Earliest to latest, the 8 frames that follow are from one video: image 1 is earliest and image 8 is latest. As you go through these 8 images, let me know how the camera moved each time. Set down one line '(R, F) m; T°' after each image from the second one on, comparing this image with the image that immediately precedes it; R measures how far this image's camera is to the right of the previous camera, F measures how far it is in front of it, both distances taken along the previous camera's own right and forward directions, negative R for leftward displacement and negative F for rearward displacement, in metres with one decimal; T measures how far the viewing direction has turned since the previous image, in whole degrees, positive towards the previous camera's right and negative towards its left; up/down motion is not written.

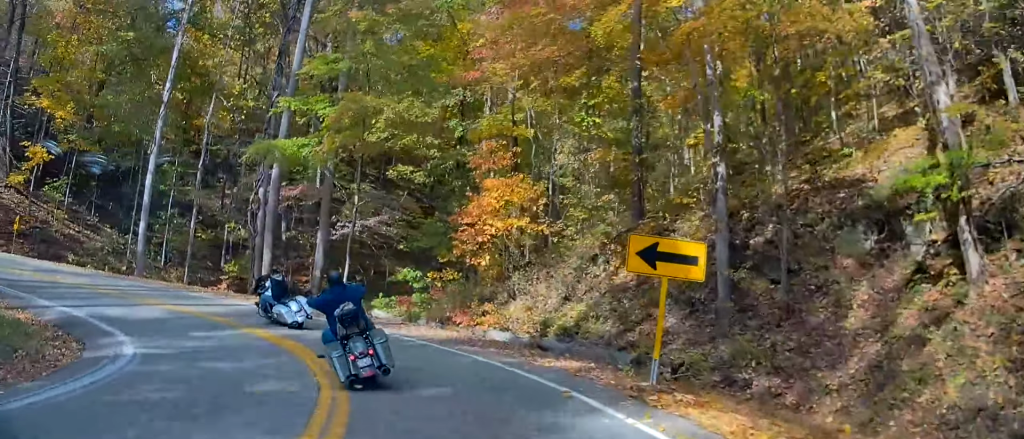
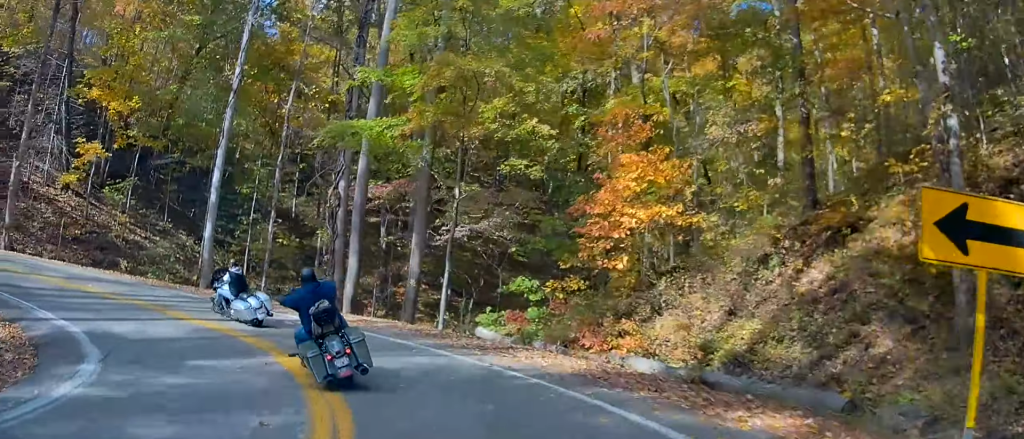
(+0.3, +5.2) m; -8°
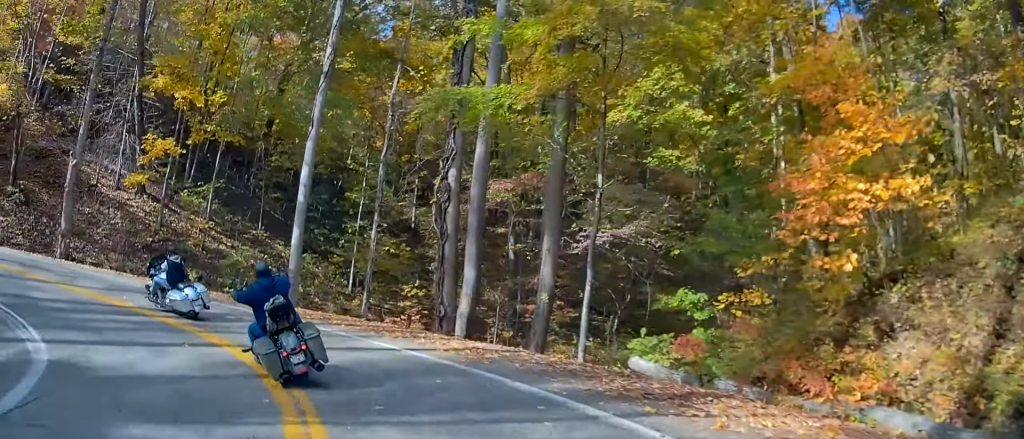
(-1.0, +4.6) m; -13°
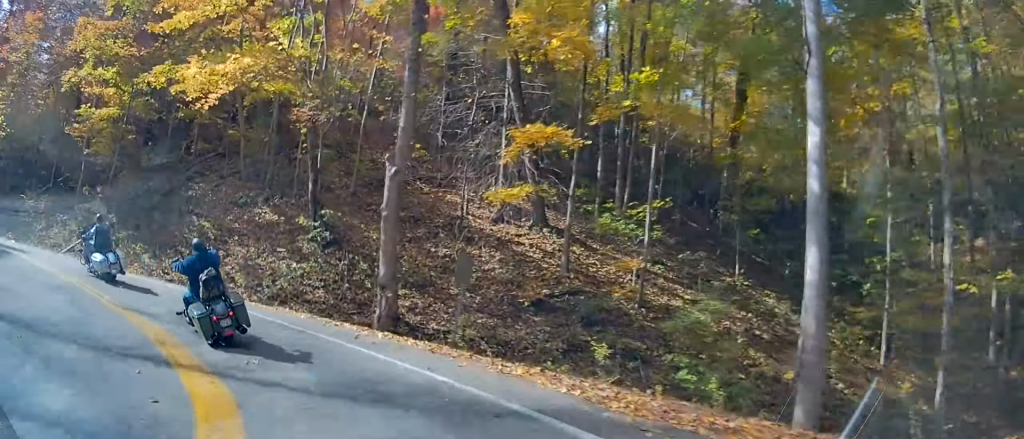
(-3.9, +10.9) m; -50°
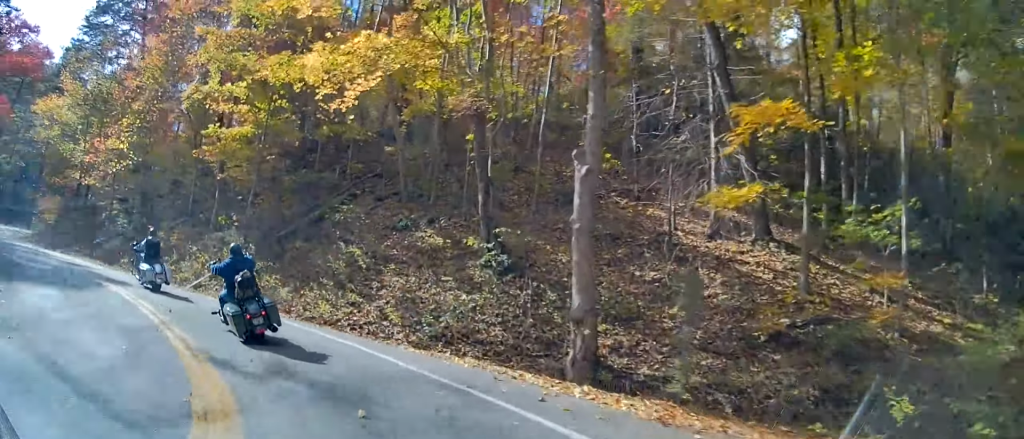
(-0.9, +3.6) m; -19°
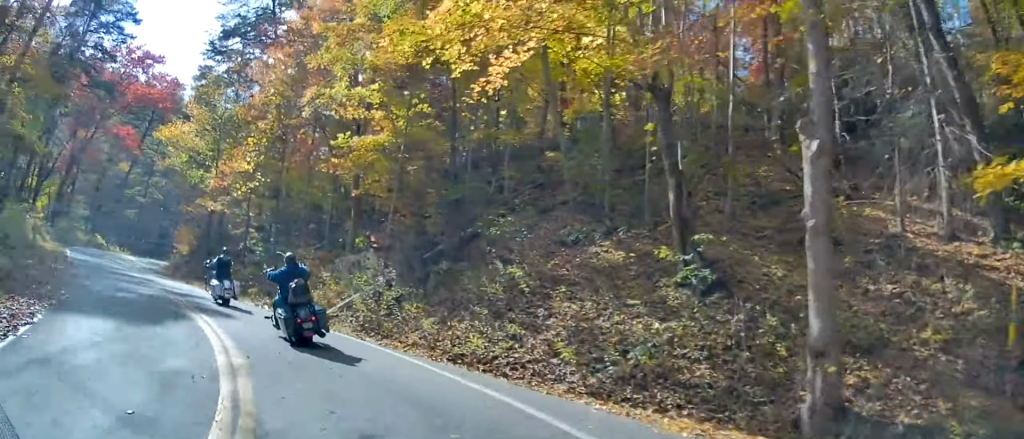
(-0.4, +3.3) m; -13°
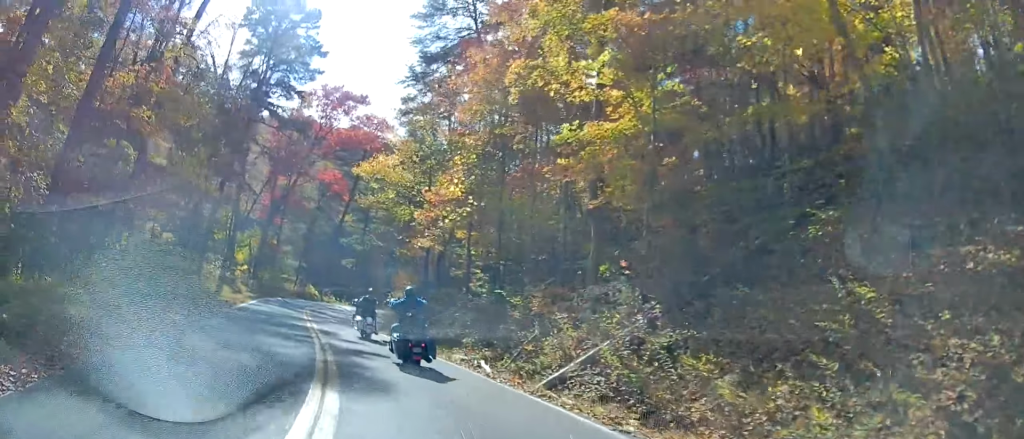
(-1.0, +6.0) m; -14°
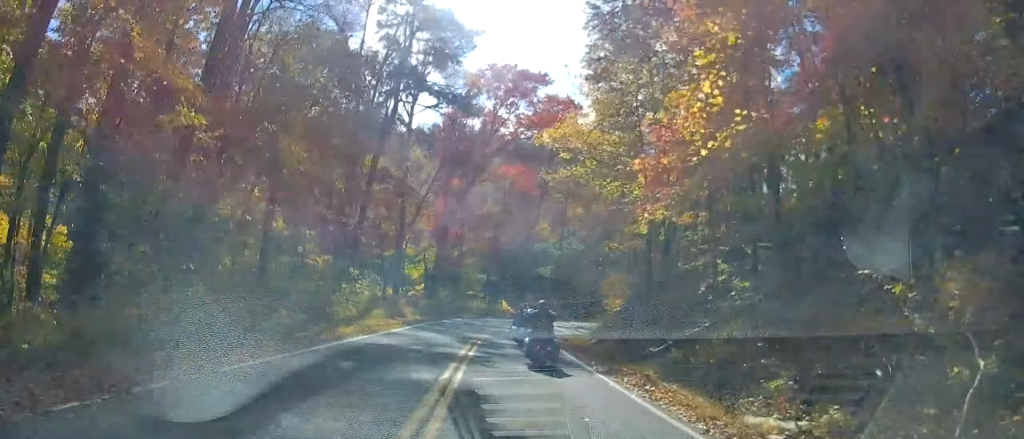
(-1.6, +11.6) m; -12°
